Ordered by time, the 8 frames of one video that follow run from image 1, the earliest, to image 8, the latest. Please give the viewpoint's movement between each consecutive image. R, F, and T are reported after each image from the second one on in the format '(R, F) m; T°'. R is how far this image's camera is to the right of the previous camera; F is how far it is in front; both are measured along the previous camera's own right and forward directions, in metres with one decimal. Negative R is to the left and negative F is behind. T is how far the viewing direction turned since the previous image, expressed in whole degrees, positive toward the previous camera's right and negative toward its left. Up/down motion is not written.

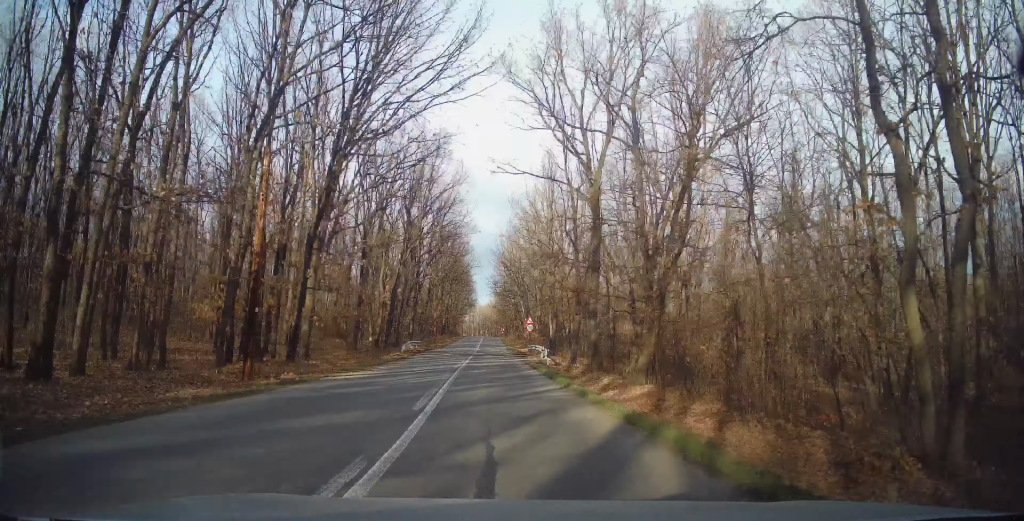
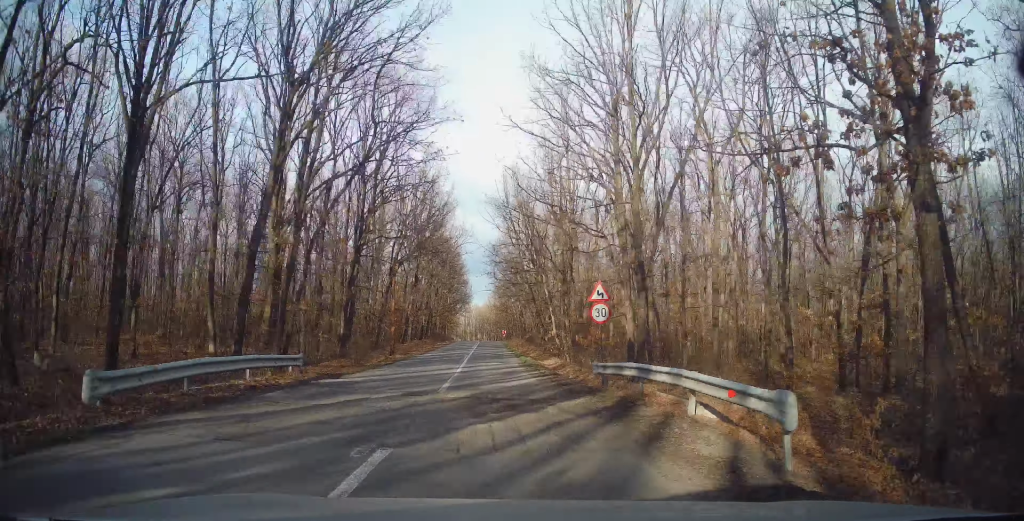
(+0.3, +29.4) m; +1°
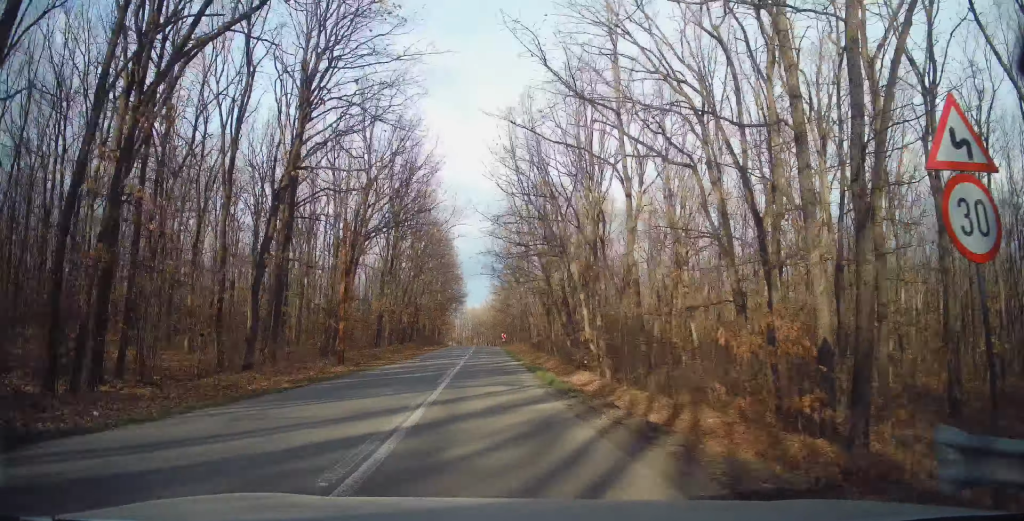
(+0.3, +15.1) m; -1°
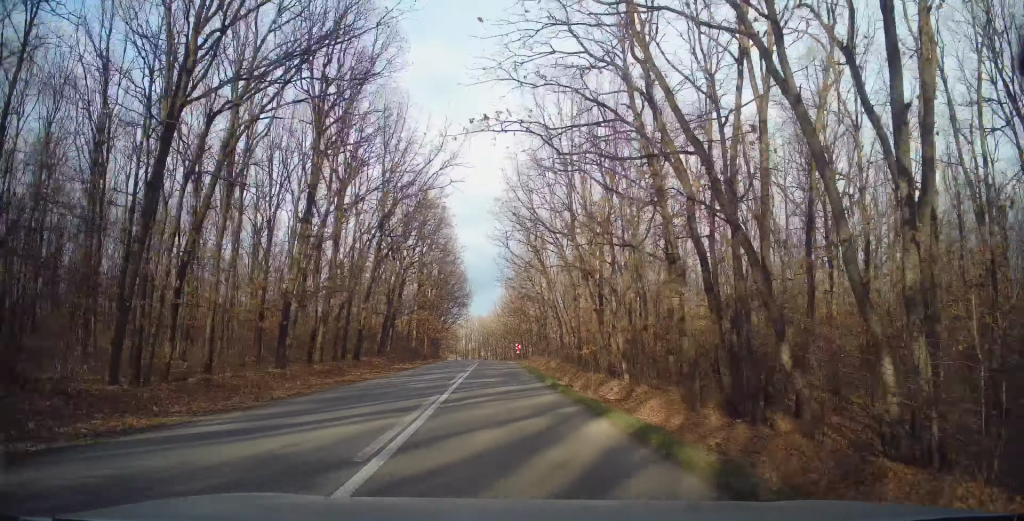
(-1.0, +24.2) m; -3°
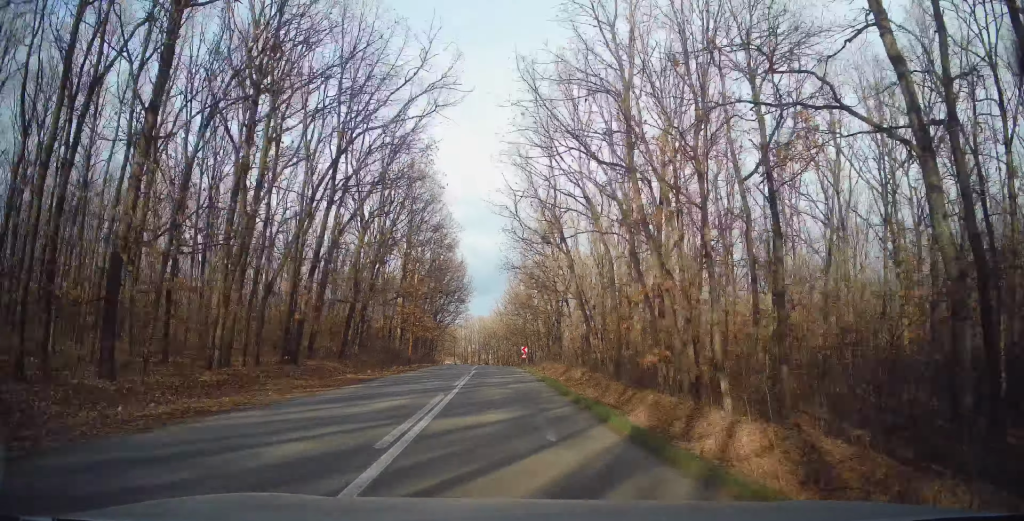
(0.0, +11.2) m; 0°
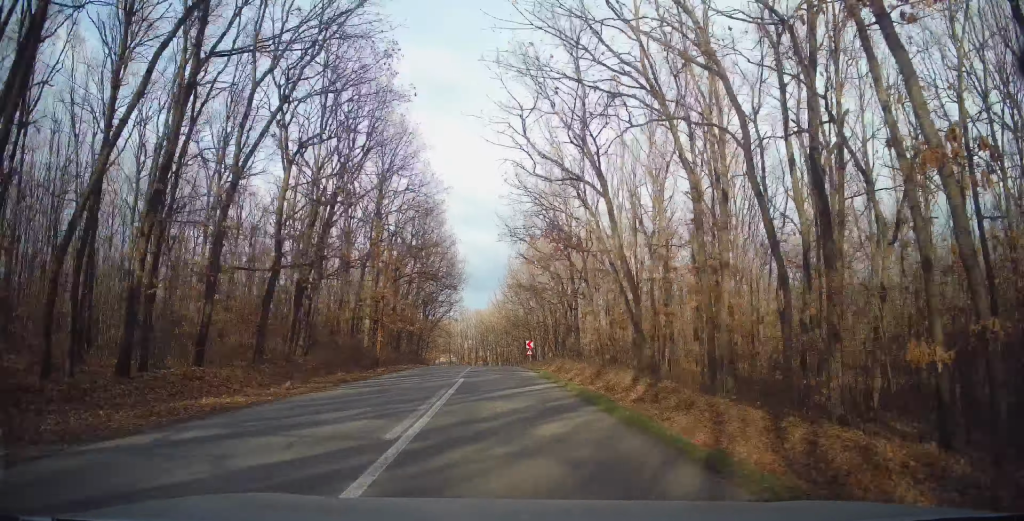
(0.0, +10.7) m; 0°
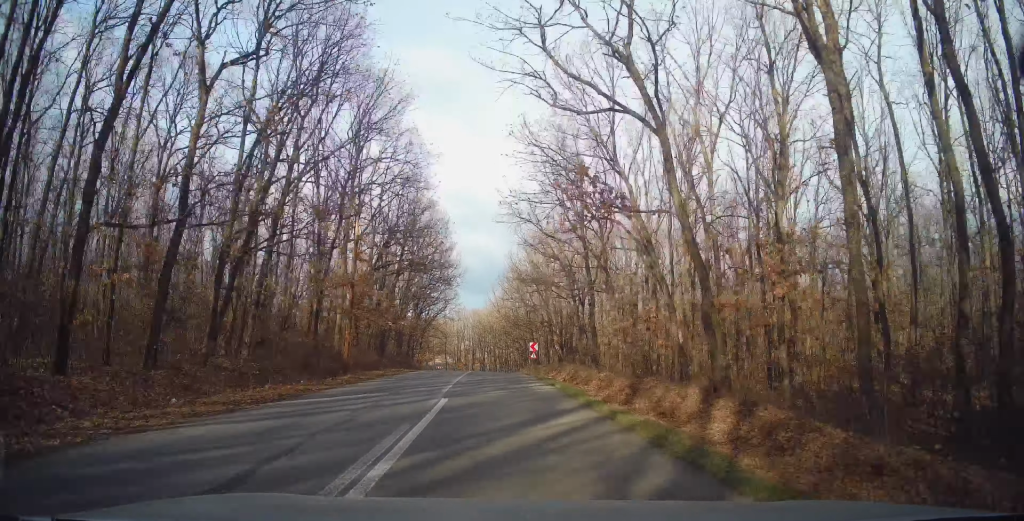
(0.0, +6.3) m; +1°
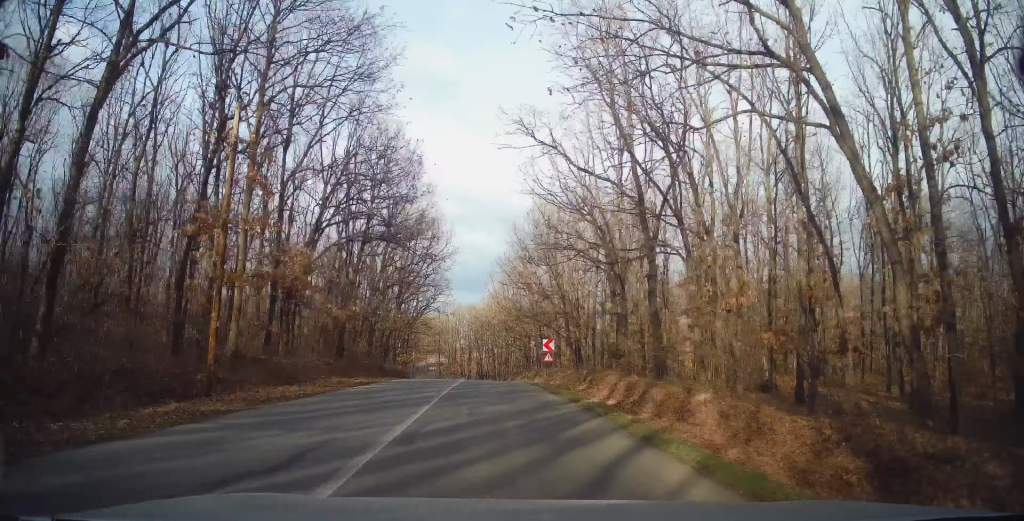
(+0.1, +11.6) m; +1°
